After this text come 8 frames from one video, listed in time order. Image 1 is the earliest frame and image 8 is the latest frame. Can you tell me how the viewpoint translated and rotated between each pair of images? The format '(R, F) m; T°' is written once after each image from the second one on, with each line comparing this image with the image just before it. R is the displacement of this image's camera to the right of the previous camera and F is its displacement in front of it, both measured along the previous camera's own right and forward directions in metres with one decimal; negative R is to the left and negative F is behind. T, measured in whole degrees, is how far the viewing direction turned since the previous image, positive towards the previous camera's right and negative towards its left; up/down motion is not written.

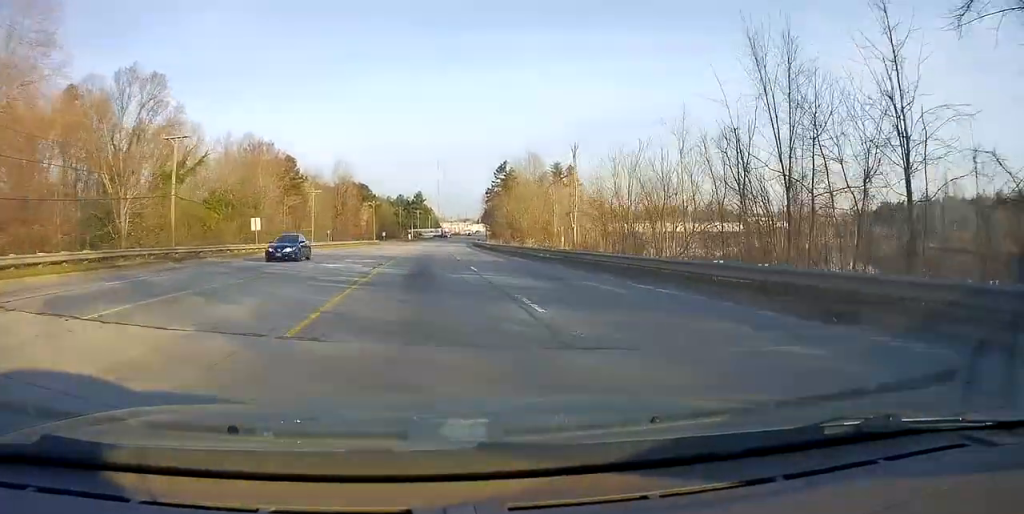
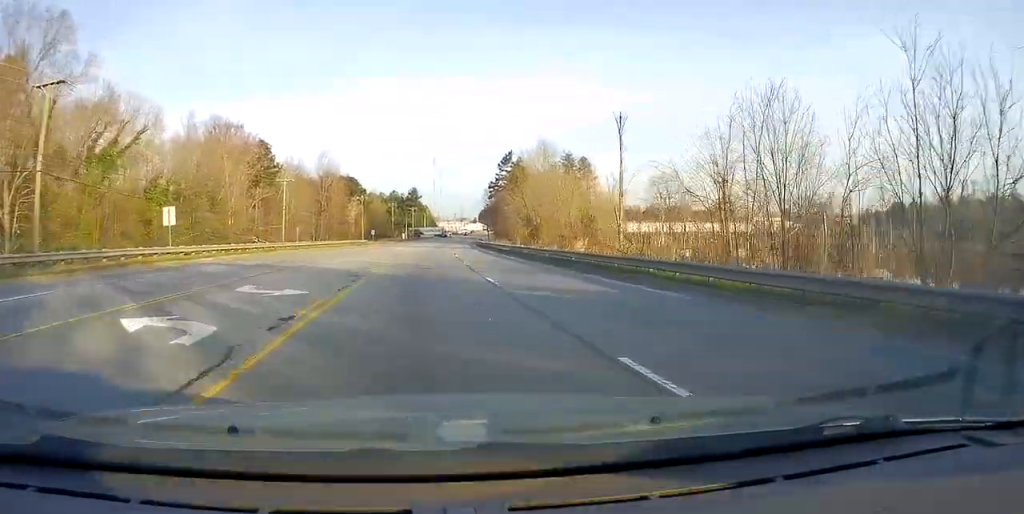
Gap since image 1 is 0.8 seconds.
(-0.2, +18.5) m; 0°
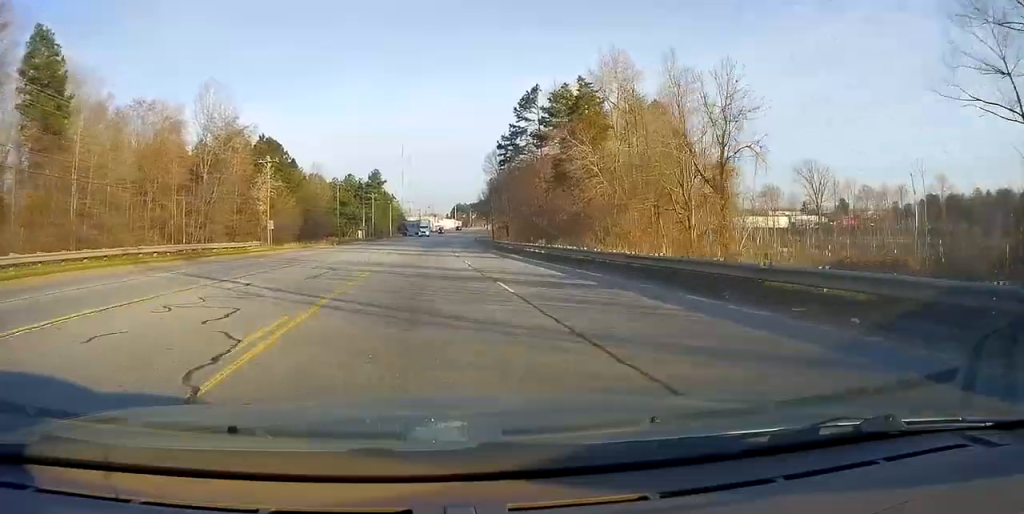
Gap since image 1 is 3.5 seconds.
(+2.8, +63.3) m; +4°
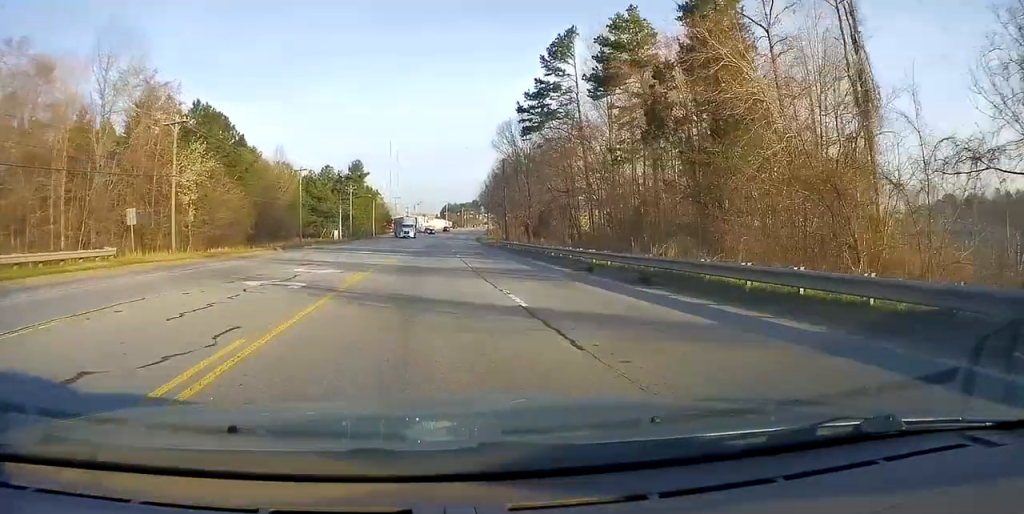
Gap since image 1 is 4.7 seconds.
(+0.2, +25.9) m; +2°
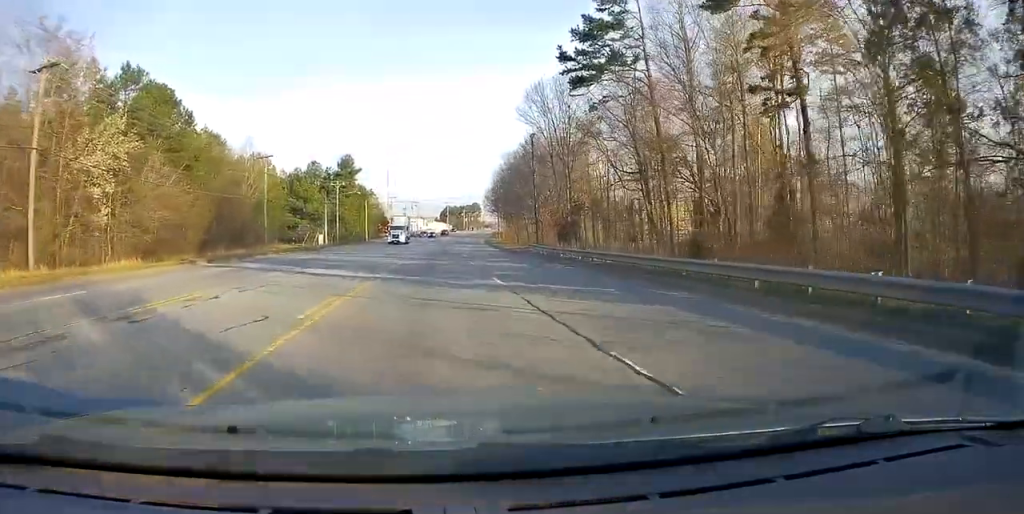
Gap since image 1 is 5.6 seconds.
(+0.3, +18.9) m; +1°
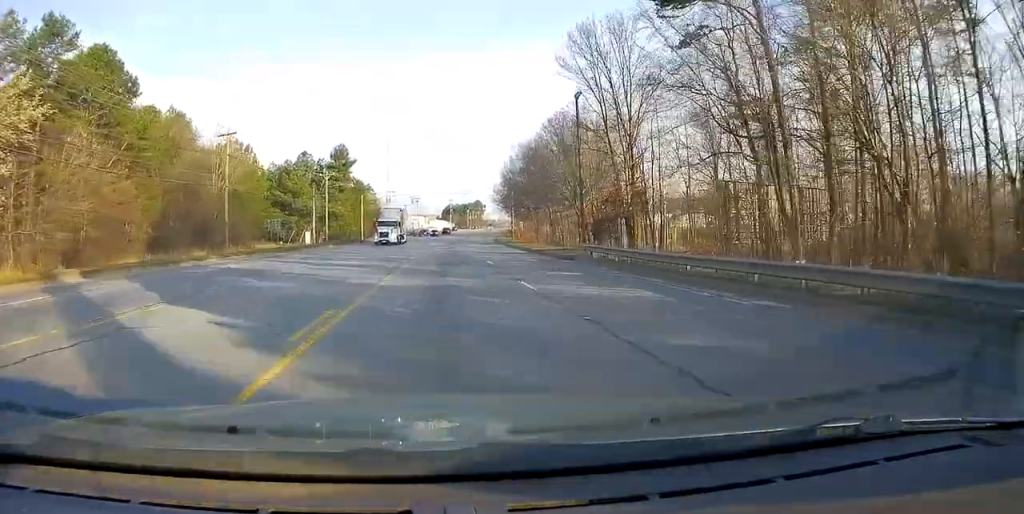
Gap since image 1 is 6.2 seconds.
(+0.2, +14.4) m; 0°
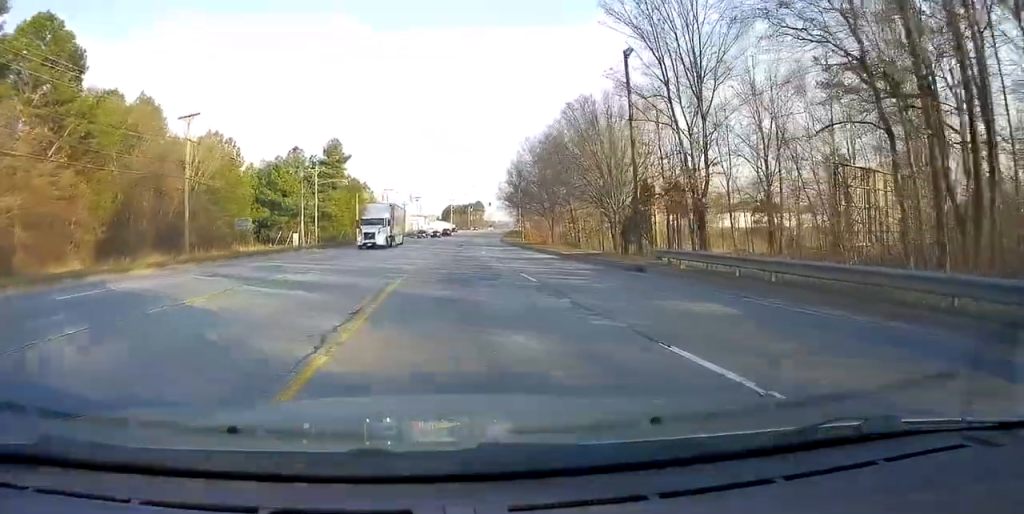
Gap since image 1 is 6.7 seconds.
(-0.1, +9.5) m; -1°
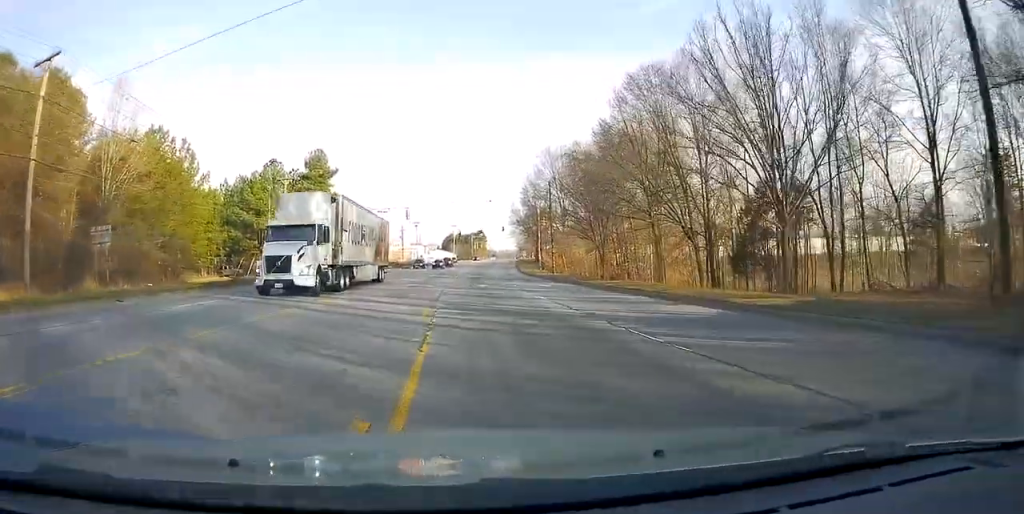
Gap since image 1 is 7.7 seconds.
(-0.2, +20.2) m; 0°
